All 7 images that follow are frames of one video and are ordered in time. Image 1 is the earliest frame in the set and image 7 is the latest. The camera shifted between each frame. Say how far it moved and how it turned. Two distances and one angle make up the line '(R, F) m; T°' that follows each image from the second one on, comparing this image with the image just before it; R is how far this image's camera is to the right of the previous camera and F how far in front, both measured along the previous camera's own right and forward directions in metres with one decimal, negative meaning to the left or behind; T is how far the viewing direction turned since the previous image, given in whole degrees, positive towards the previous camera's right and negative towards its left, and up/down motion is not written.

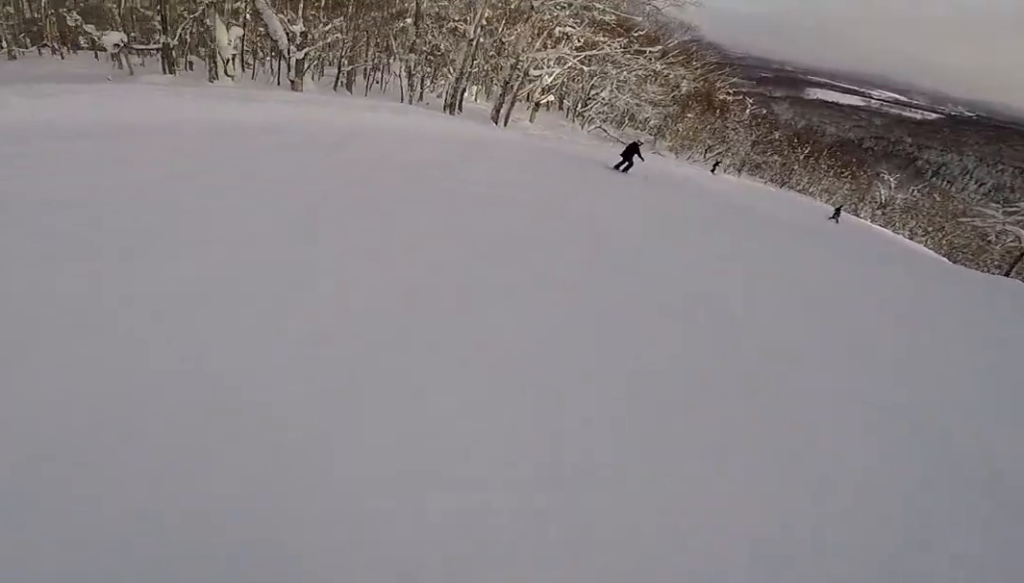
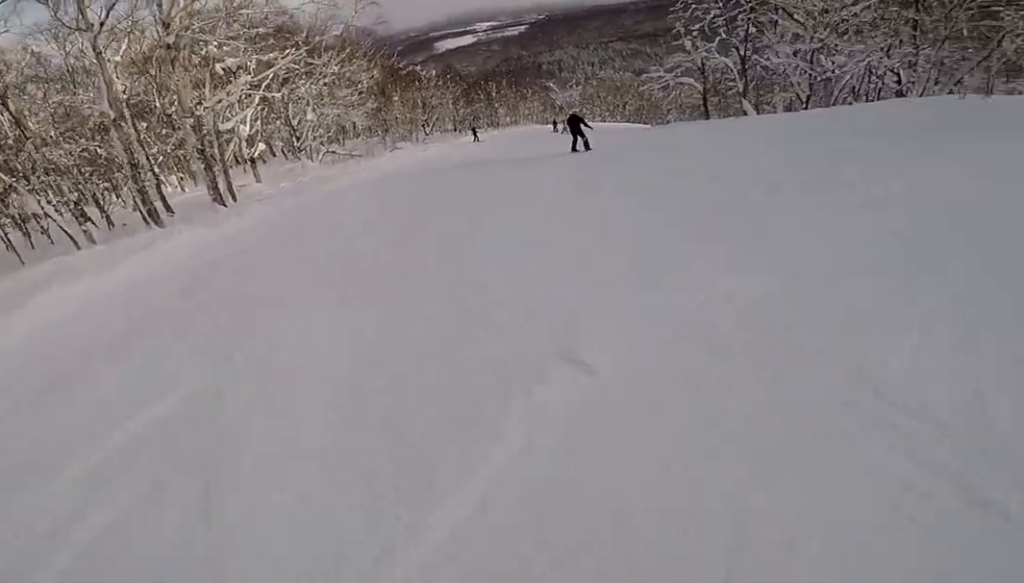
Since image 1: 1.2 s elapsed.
(+0.3, +6.6) m; +20°
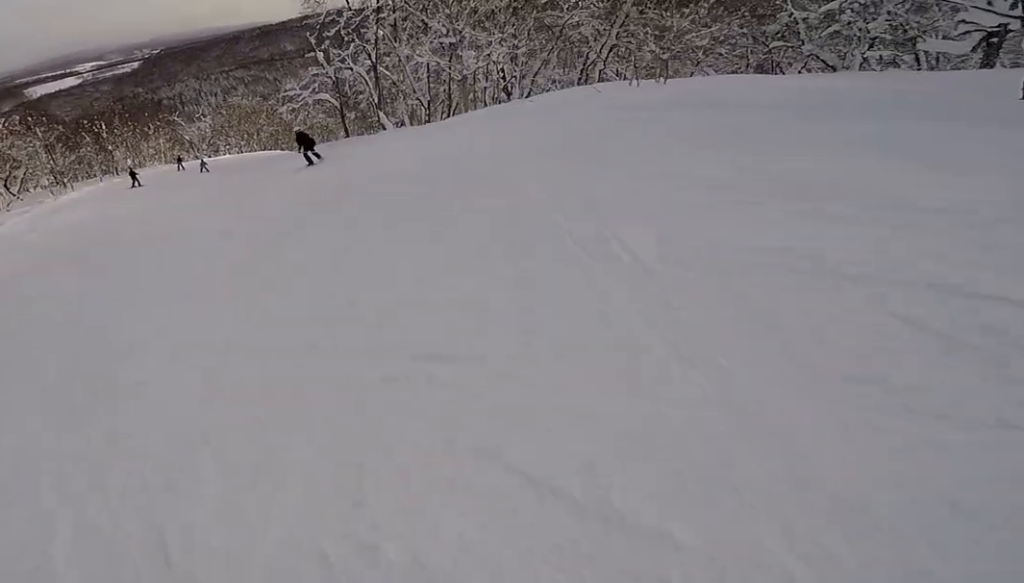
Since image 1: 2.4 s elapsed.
(+2.4, +7.2) m; +18°
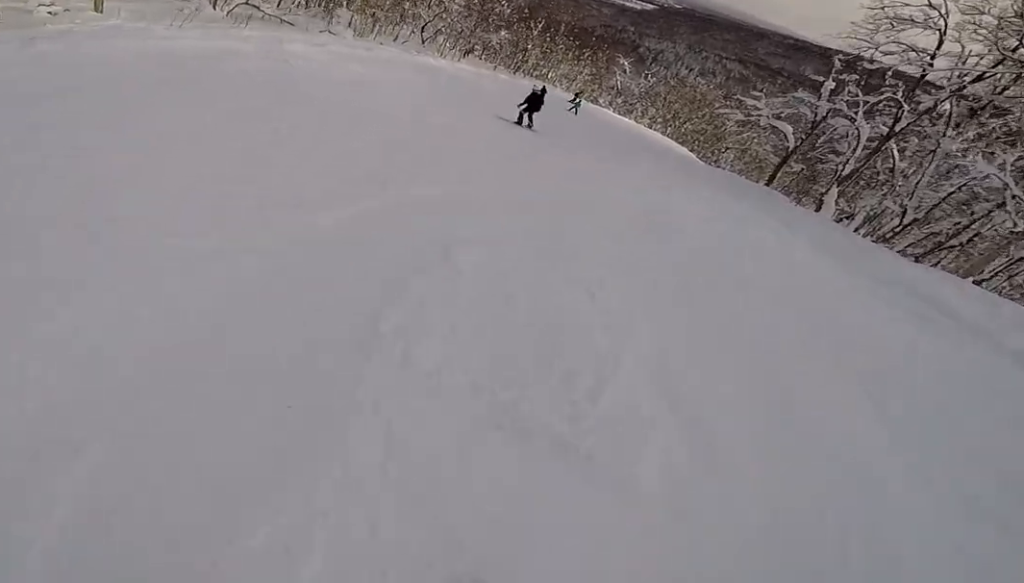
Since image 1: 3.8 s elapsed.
(-1.4, +7.2) m; -29°
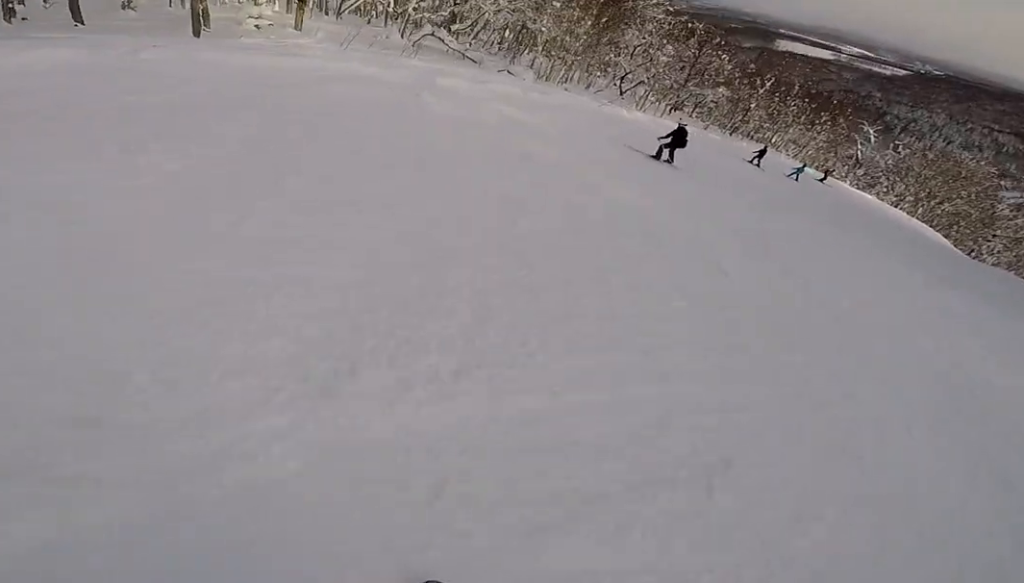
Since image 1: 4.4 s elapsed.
(-0.7, +3.5) m; -8°
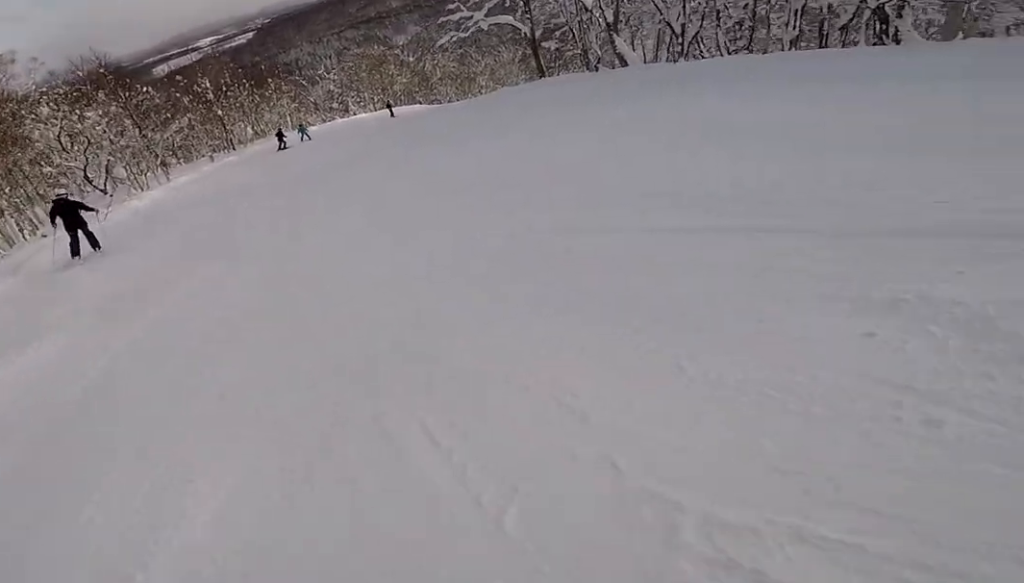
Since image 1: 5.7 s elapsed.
(+1.2, +6.7) m; +22°
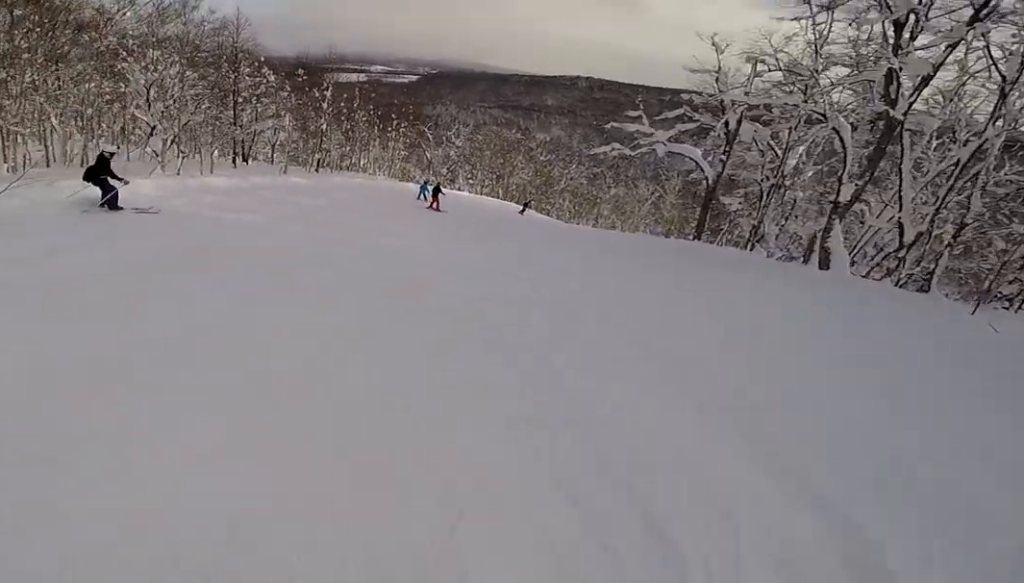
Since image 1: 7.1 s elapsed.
(+0.9, +6.4) m; -1°
